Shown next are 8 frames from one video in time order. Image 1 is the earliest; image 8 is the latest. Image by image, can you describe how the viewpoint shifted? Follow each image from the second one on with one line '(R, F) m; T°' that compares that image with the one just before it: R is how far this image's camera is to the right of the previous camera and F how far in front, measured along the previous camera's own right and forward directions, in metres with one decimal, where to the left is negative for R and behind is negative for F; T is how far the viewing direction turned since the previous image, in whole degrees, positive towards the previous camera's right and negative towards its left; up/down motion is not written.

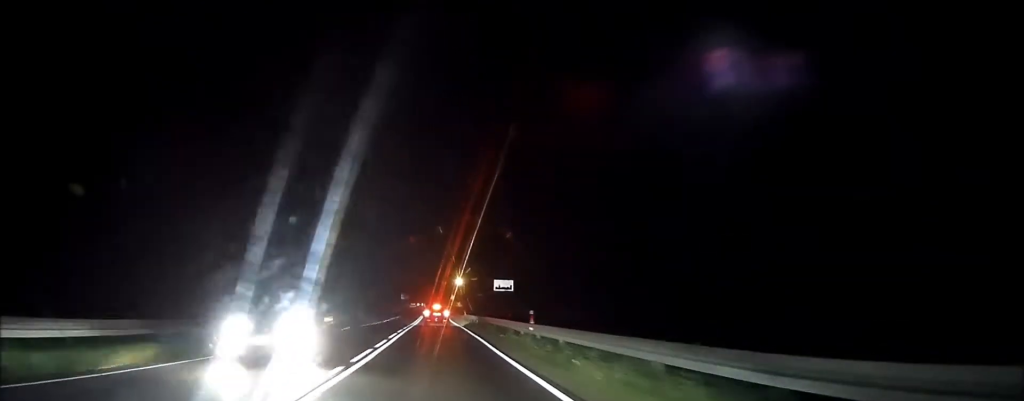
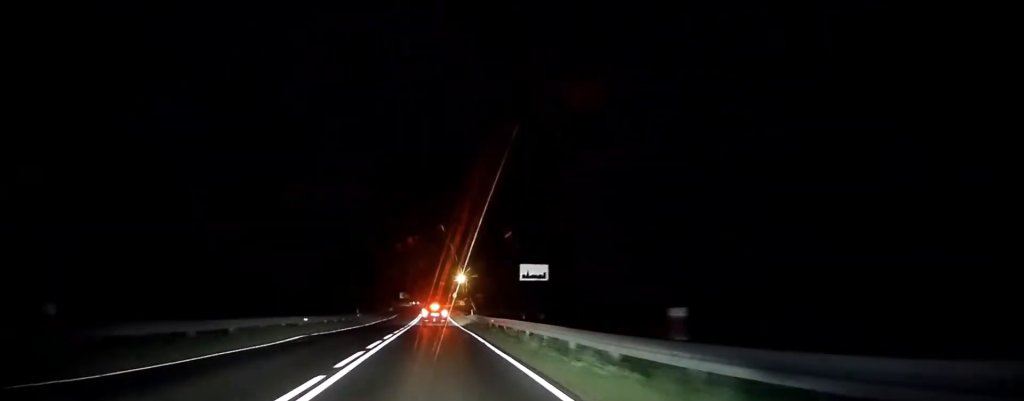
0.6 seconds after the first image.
(-0.1, +13.0) m; -1°
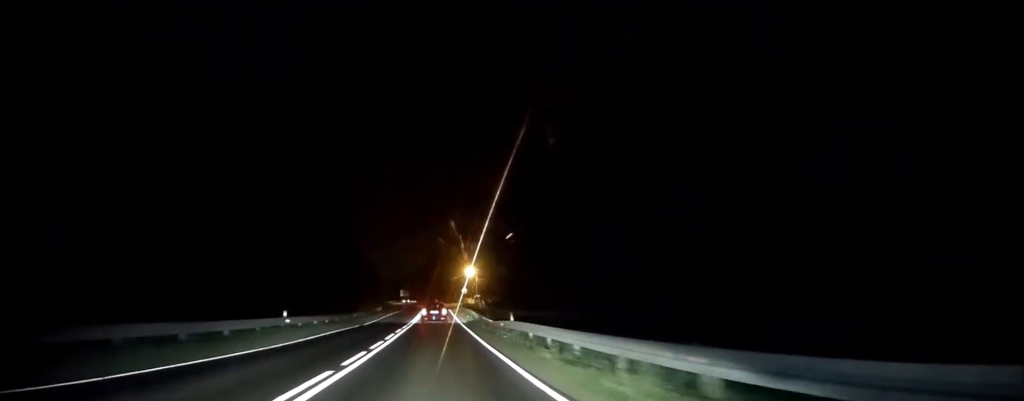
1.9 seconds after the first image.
(-0.2, +28.7) m; +1°
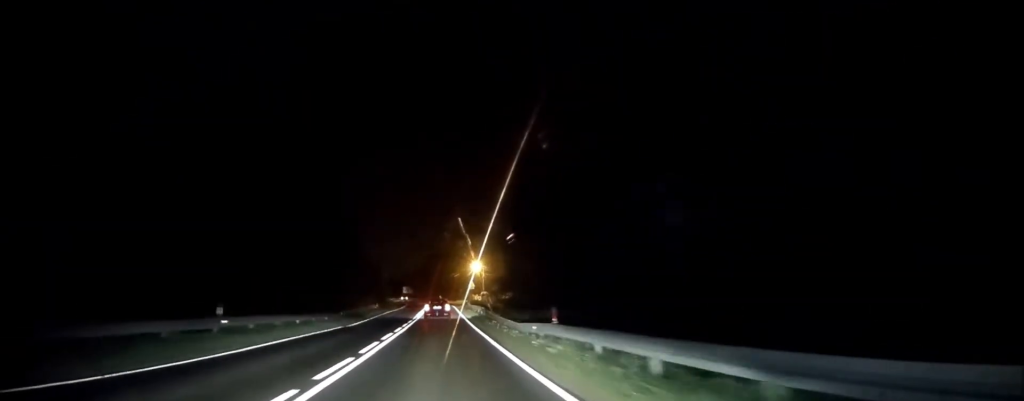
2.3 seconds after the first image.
(+0.2, +9.7) m; 0°
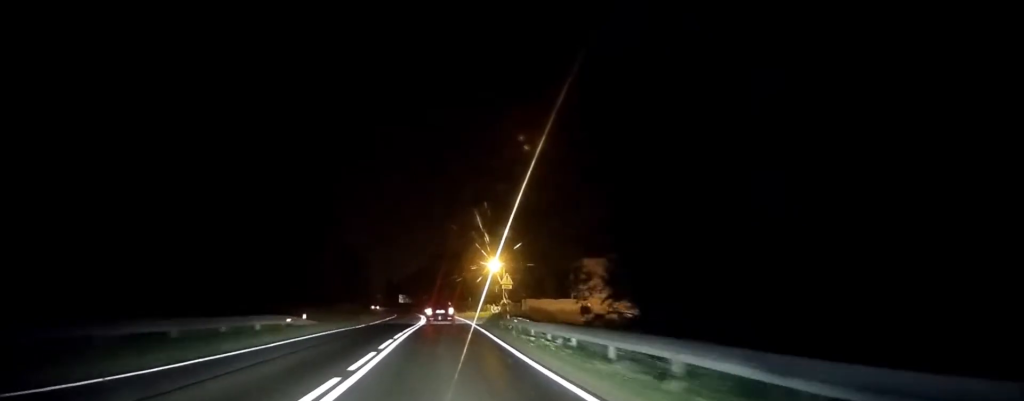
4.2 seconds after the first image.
(+0.1, +40.1) m; 0°
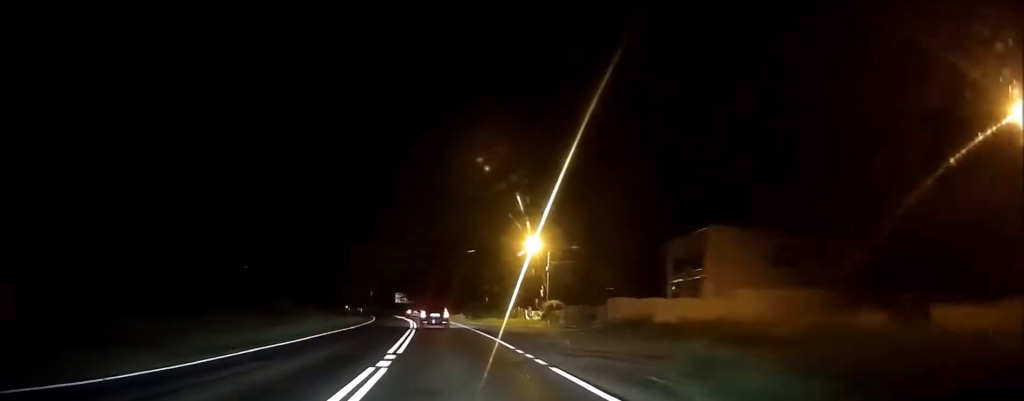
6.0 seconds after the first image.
(-0.5, +38.2) m; -2°
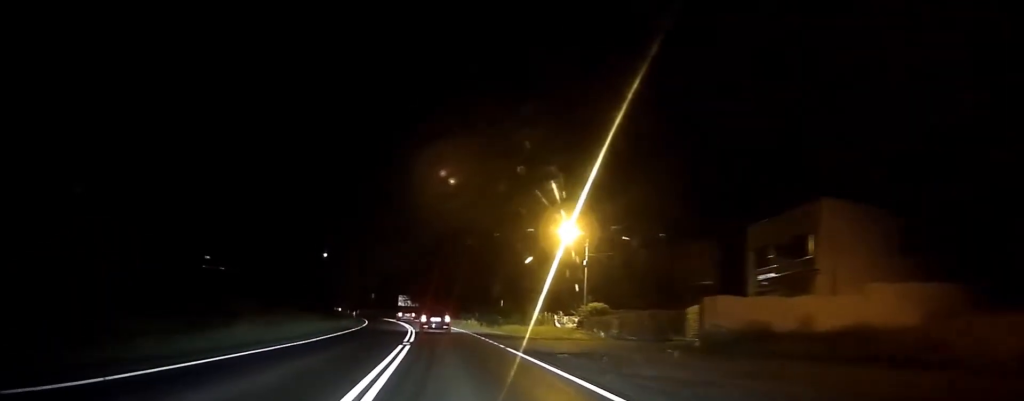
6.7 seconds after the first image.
(+0.1, +14.1) m; -1°
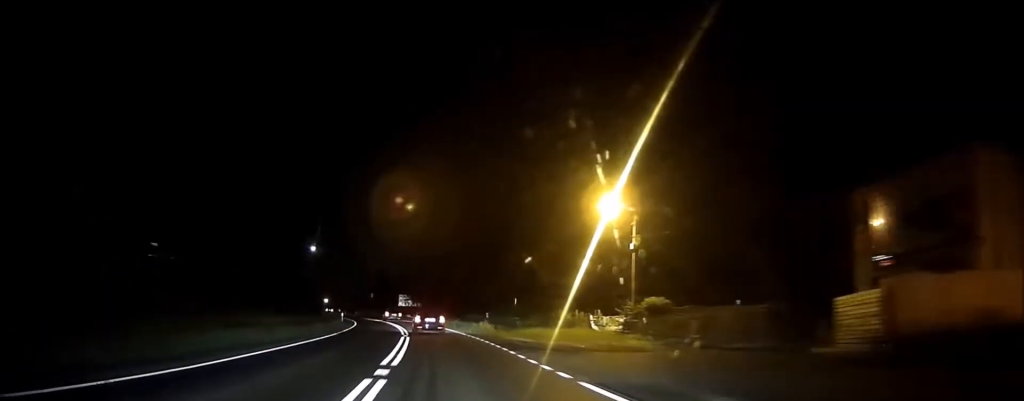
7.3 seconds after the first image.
(-0.4, +11.9) m; -3°
